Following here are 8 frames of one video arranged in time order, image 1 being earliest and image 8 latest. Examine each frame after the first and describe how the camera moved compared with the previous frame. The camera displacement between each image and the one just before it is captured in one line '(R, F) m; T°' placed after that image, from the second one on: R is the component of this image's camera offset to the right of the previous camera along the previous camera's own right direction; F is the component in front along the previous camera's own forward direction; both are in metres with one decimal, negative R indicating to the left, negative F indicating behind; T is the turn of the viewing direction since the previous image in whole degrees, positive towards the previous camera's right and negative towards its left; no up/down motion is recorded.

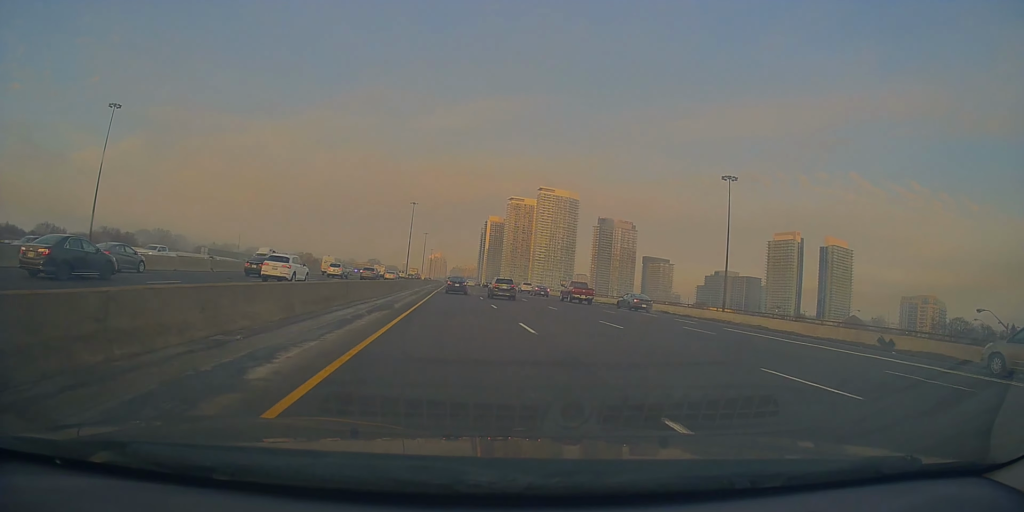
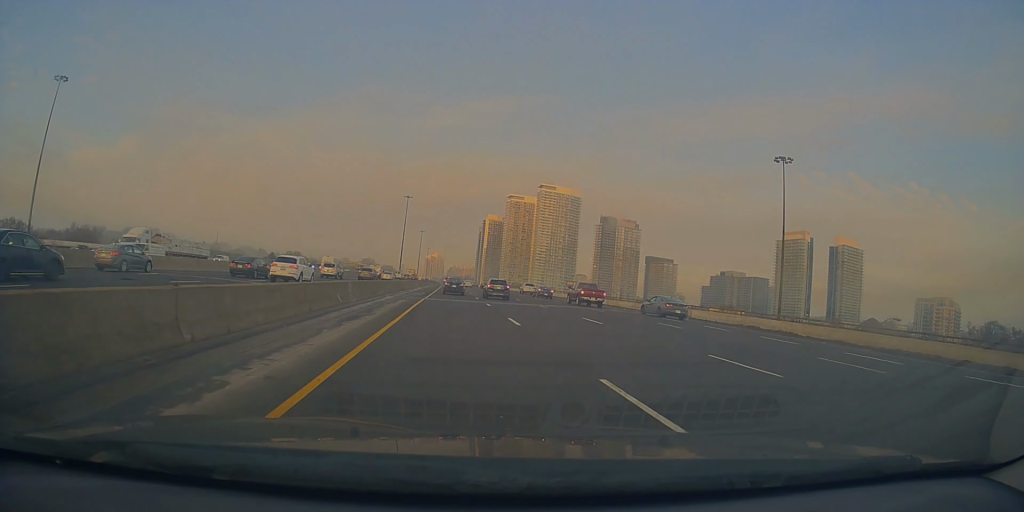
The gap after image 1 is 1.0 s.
(-0.2, +21.7) m; 0°
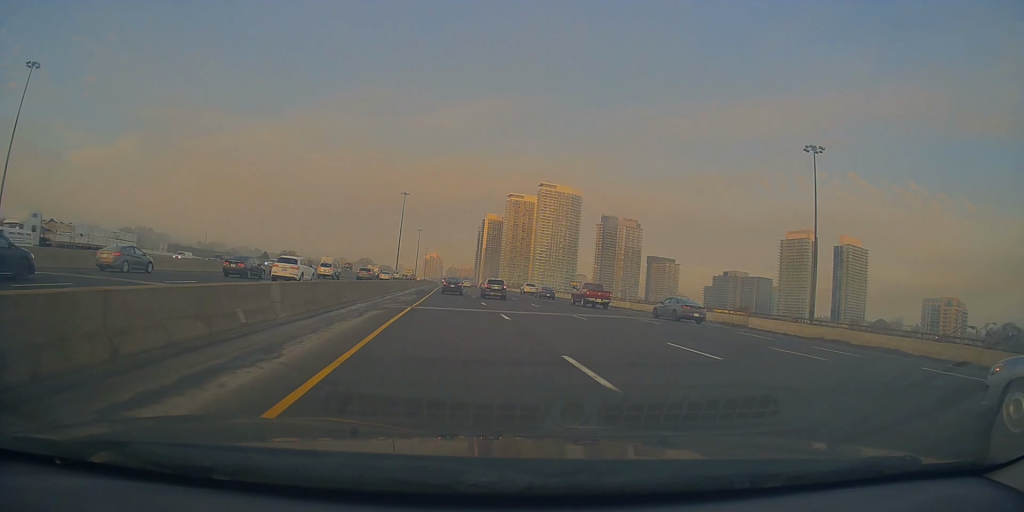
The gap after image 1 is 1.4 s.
(-0.3, +9.7) m; +1°
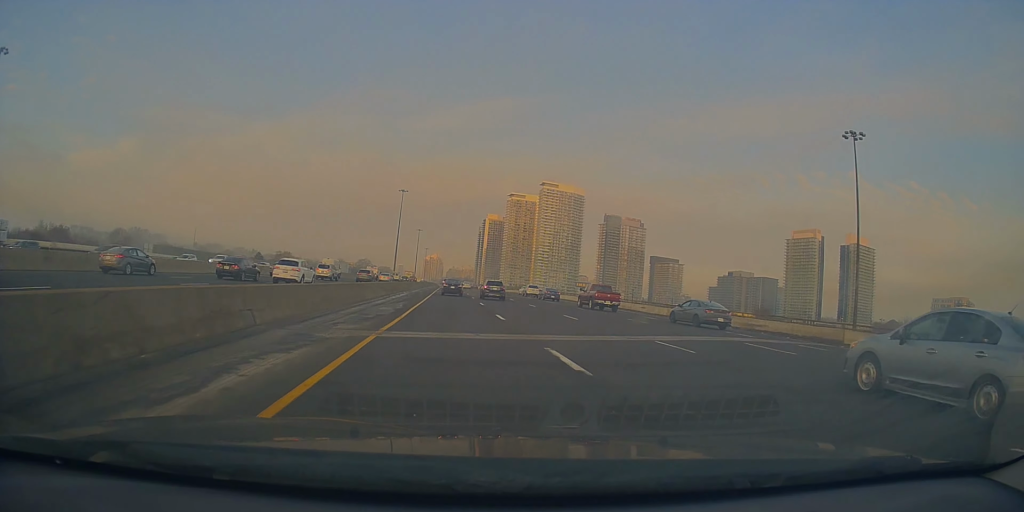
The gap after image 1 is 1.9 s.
(+0.1, +10.5) m; 0°
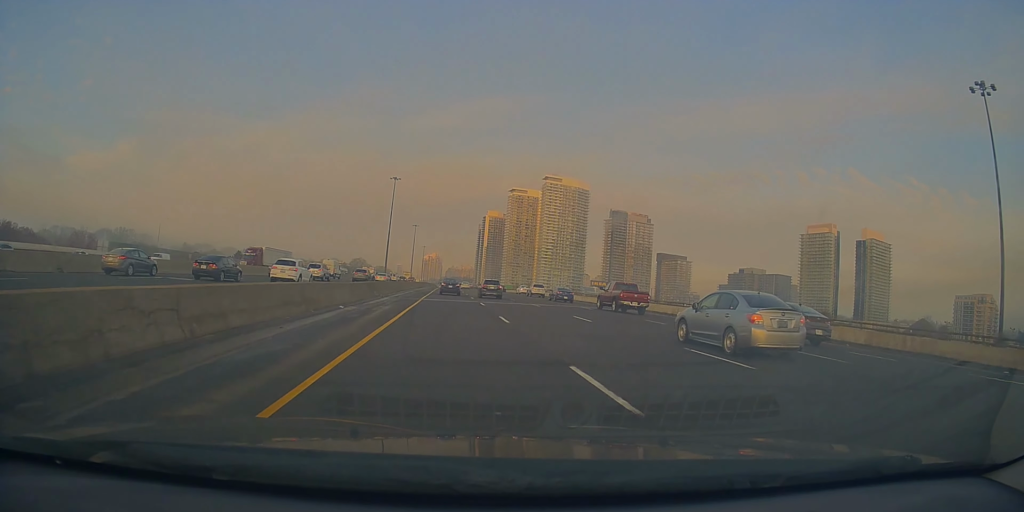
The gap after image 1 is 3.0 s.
(+0.4, +26.5) m; -1°
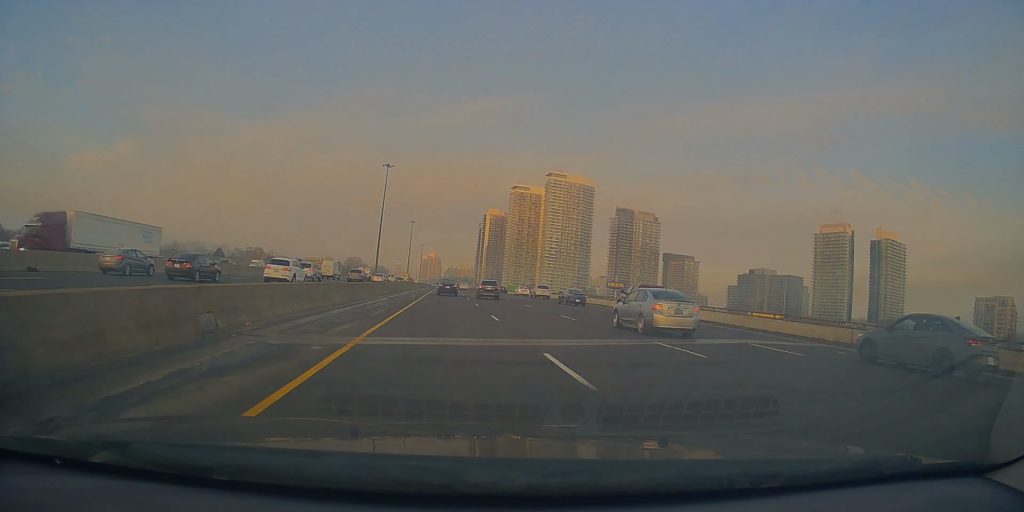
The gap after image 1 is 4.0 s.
(-0.4, +22.3) m; -1°
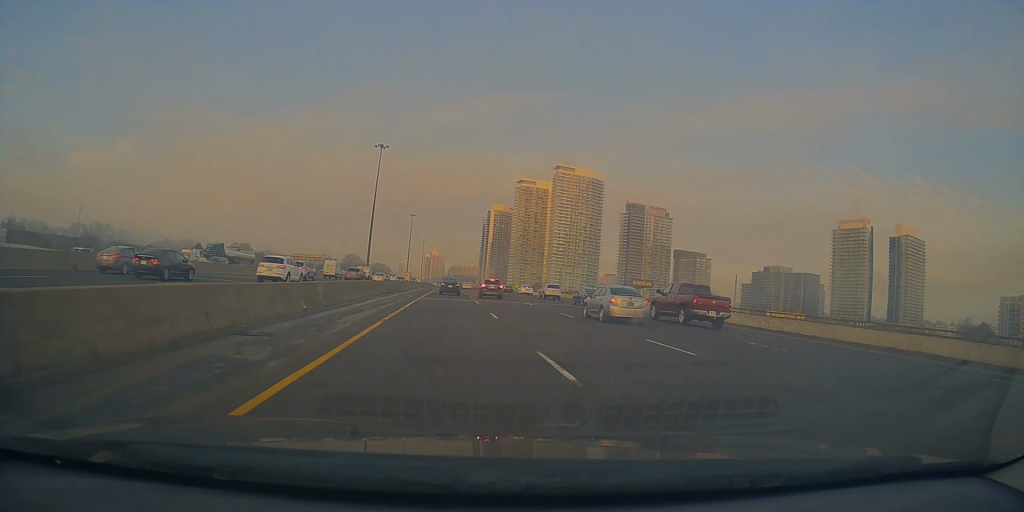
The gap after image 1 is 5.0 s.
(+0.2, +23.5) m; +1°
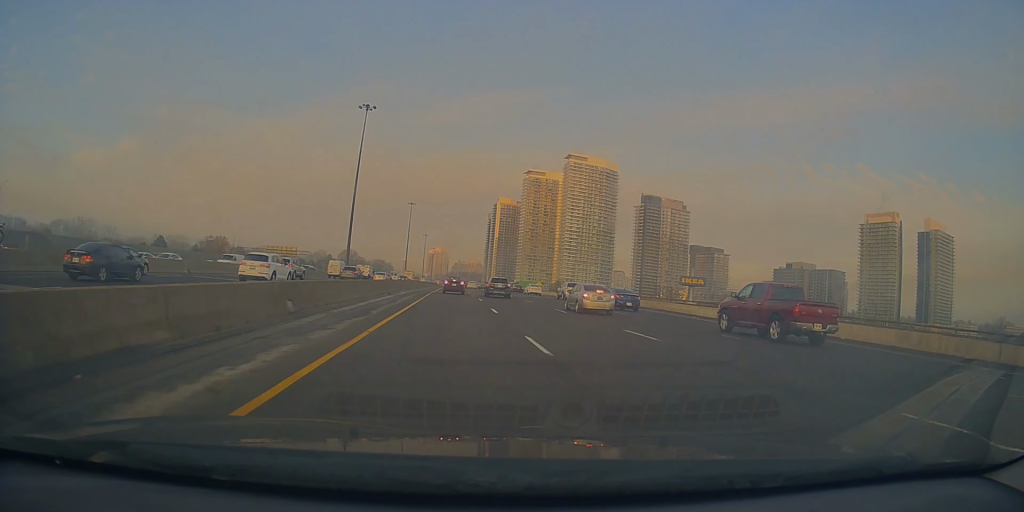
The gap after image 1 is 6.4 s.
(+0.6, +33.4) m; +1°
